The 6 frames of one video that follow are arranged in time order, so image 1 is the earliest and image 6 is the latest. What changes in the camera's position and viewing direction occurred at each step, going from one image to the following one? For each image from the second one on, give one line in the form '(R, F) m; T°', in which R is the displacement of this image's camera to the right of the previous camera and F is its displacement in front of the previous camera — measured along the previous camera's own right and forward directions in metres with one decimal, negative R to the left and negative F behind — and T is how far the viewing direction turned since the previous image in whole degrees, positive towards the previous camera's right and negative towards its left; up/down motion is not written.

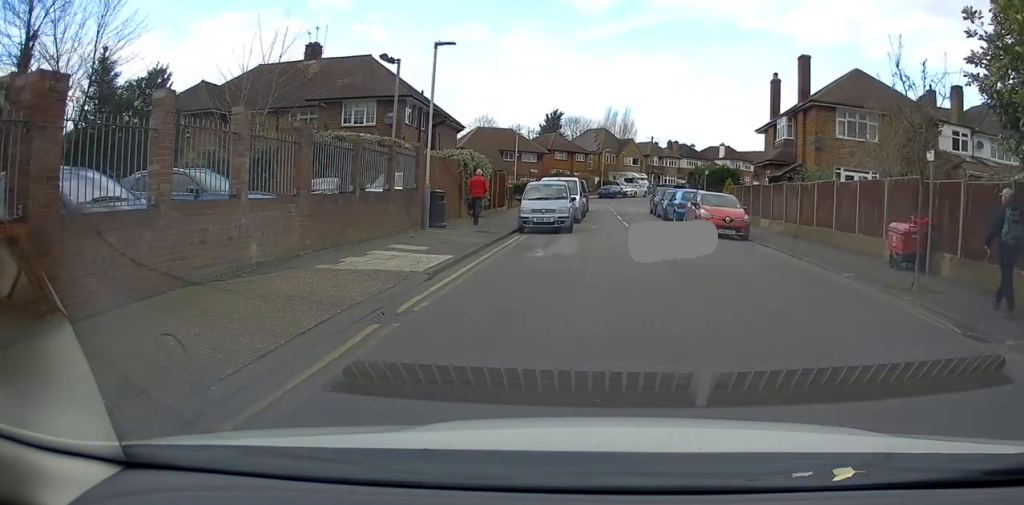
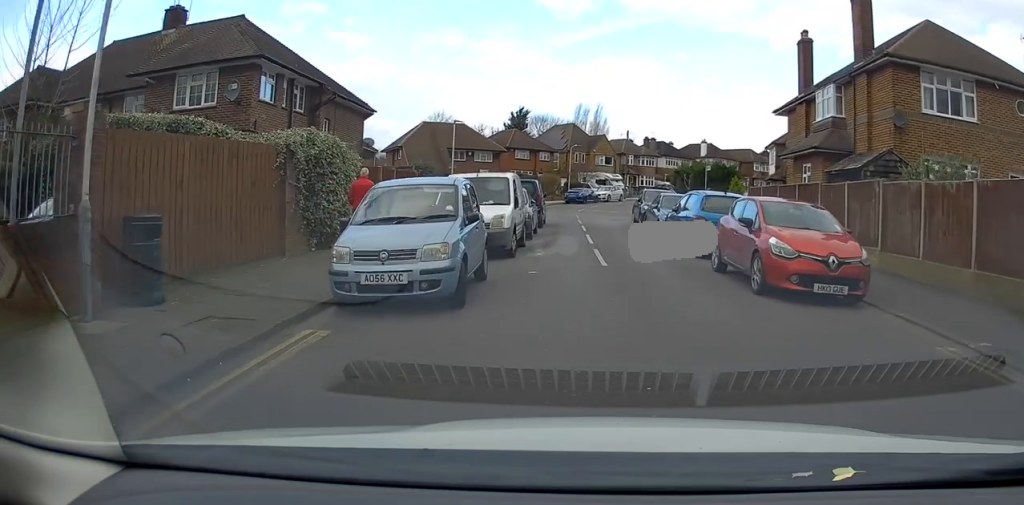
(+0.5, +10.8) m; +5°
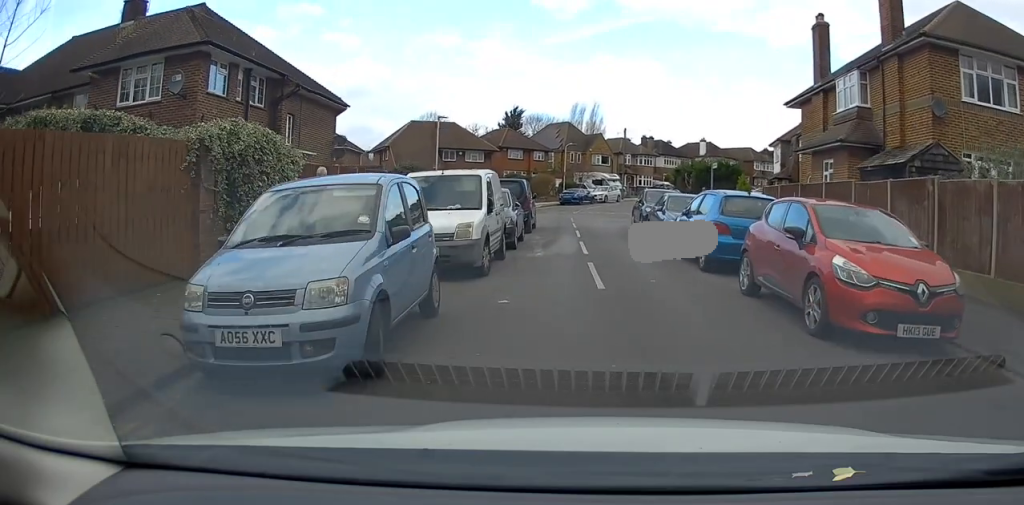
(0.0, +2.5) m; 0°
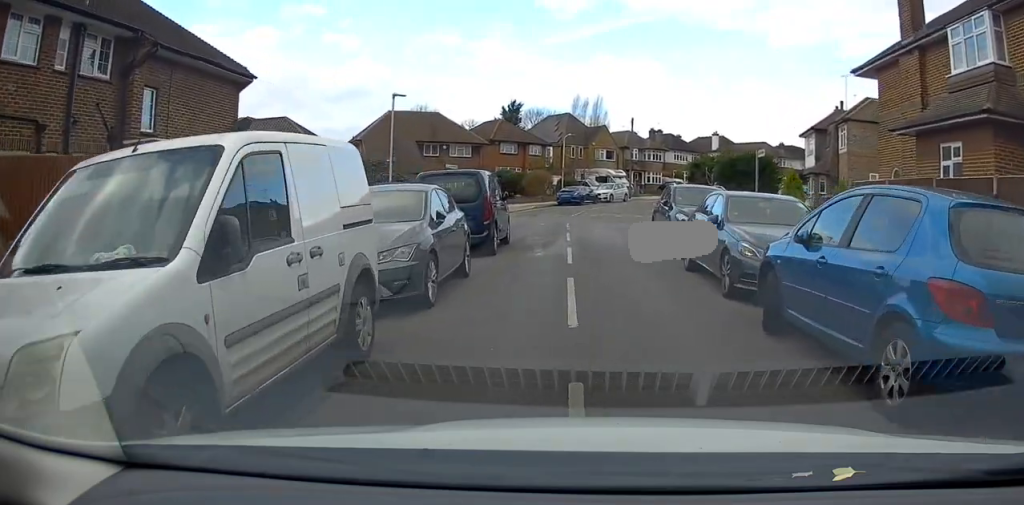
(-0.2, +7.9) m; -2°
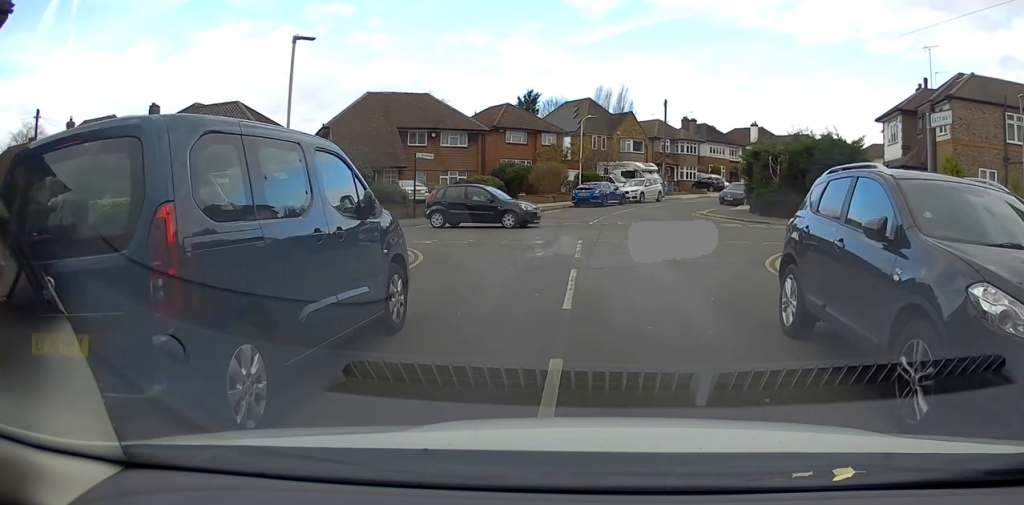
(+0.1, +11.3) m; 0°
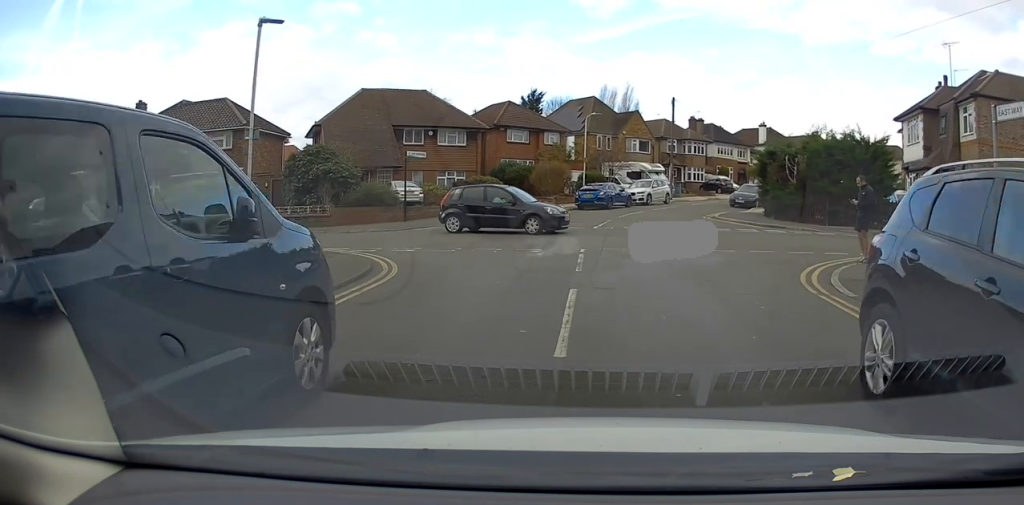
(0.0, +2.2) m; -1°
